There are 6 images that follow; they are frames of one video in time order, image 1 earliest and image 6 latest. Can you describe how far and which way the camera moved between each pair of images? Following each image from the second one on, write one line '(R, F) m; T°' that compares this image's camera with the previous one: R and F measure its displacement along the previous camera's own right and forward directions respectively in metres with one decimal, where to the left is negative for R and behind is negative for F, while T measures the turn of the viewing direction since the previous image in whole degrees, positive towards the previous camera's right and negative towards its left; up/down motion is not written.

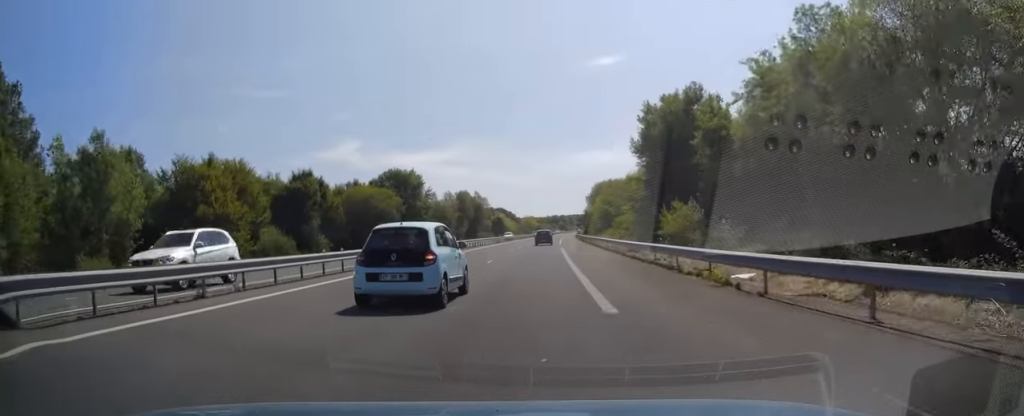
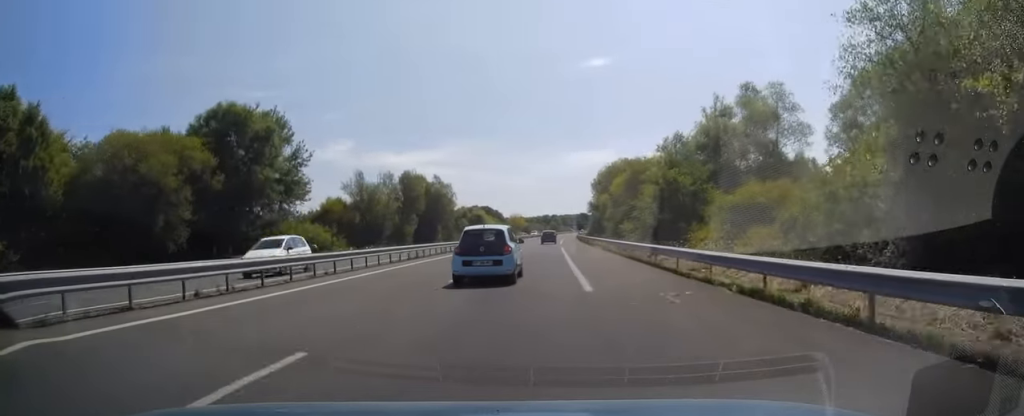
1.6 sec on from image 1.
(+0.1, +48.8) m; 0°
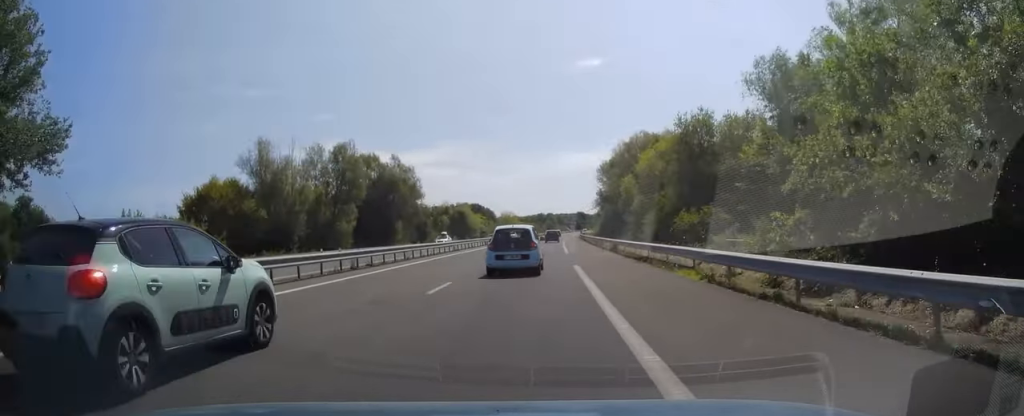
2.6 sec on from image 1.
(0.0, +29.5) m; 0°
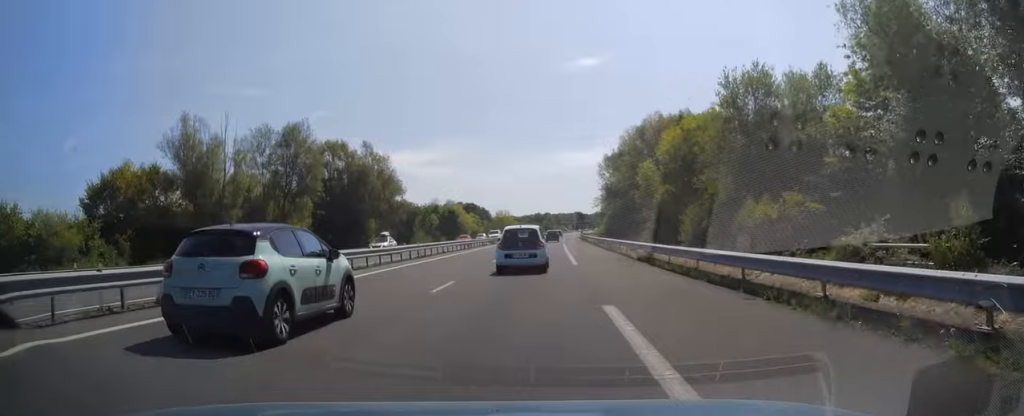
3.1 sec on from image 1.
(-0.1, +12.8) m; 0°
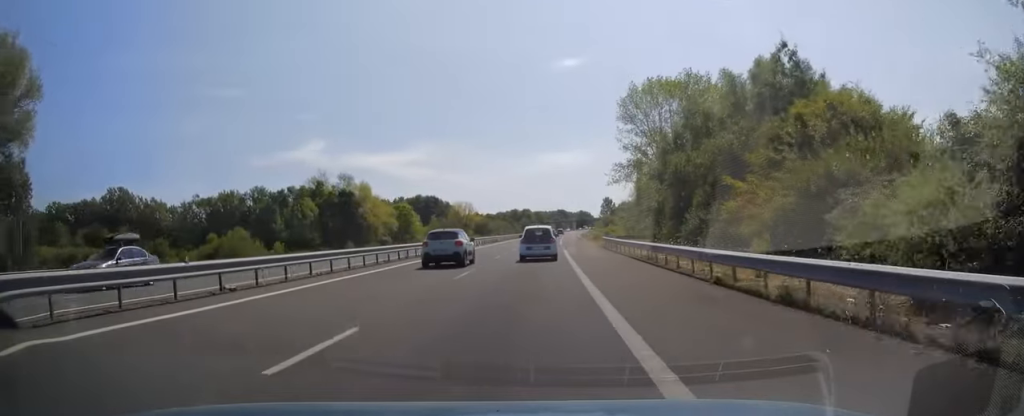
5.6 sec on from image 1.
(+2.1, +73.8) m; +2°
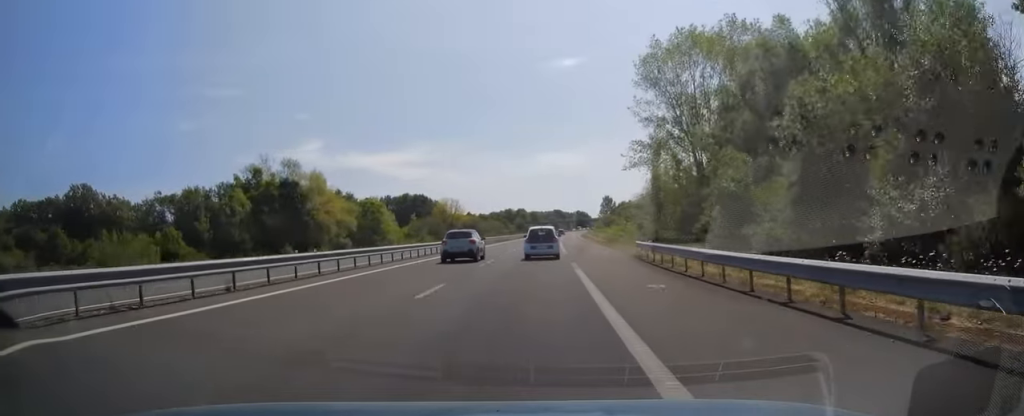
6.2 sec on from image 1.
(-0.3, +19.2) m; 0°
